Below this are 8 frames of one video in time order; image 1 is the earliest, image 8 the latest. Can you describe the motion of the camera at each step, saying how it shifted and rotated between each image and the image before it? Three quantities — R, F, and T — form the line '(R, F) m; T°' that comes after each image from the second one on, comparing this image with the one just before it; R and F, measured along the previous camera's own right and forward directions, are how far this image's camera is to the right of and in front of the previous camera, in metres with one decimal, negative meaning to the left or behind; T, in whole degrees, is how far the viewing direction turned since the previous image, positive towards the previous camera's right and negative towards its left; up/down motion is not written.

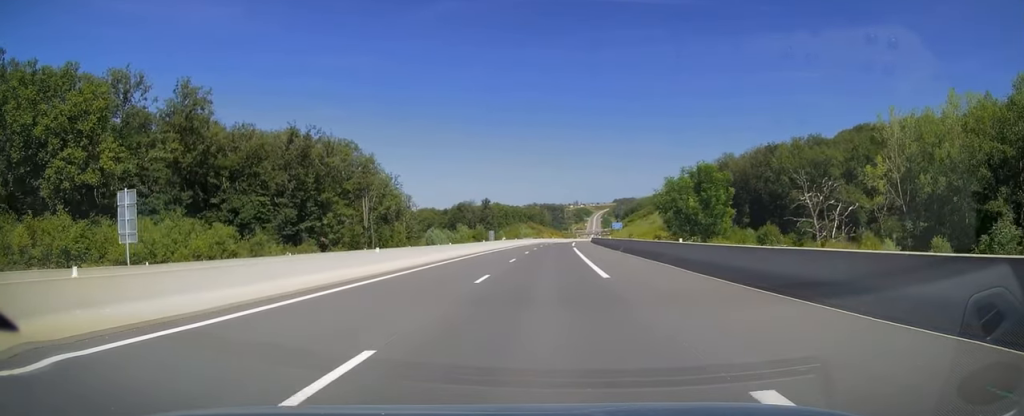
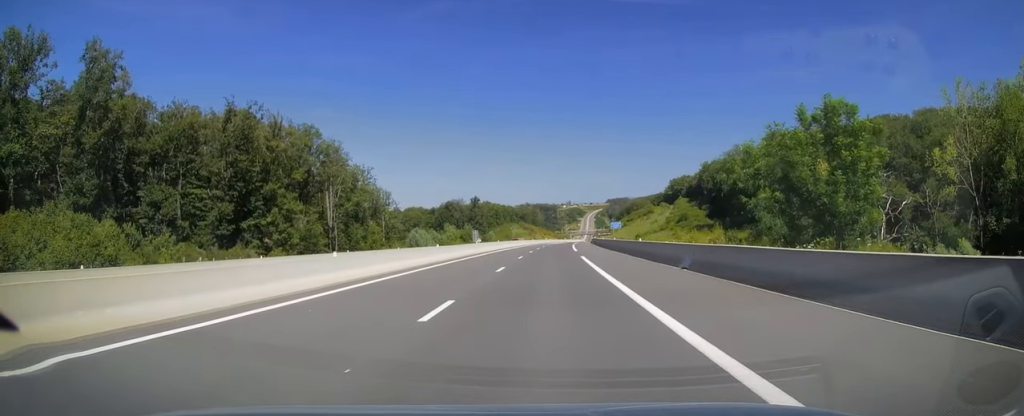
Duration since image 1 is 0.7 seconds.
(+0.1, +20.3) m; +1°
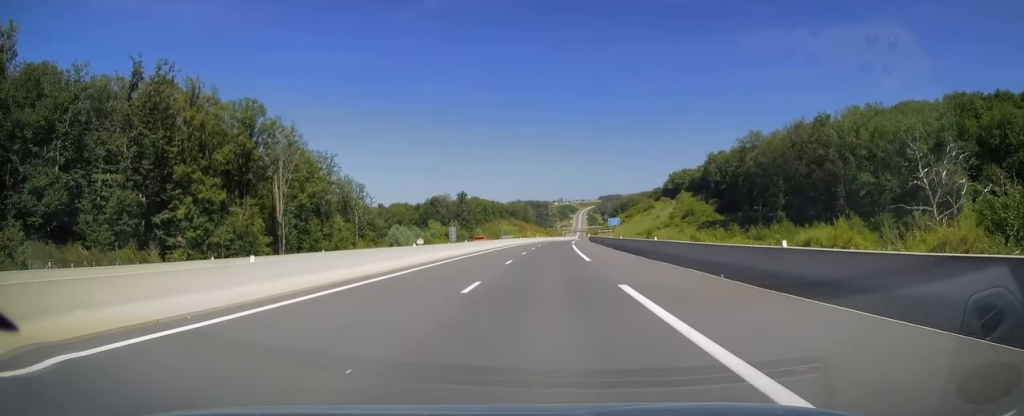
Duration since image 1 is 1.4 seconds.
(+0.2, +21.5) m; +1°
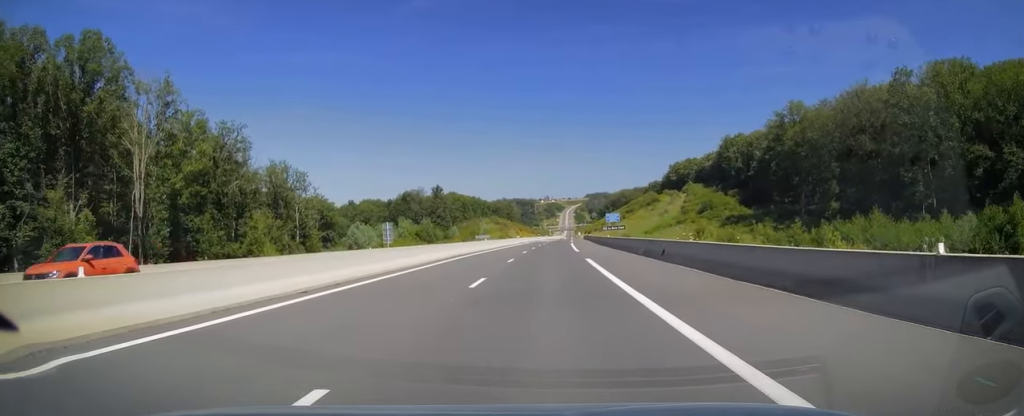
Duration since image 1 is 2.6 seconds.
(+0.4, +37.6) m; +2°
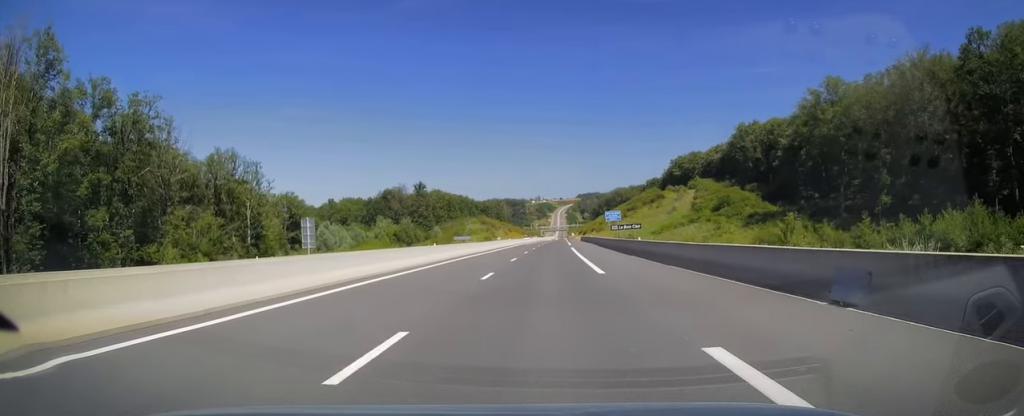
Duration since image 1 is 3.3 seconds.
(+0.5, +22.7) m; +1°
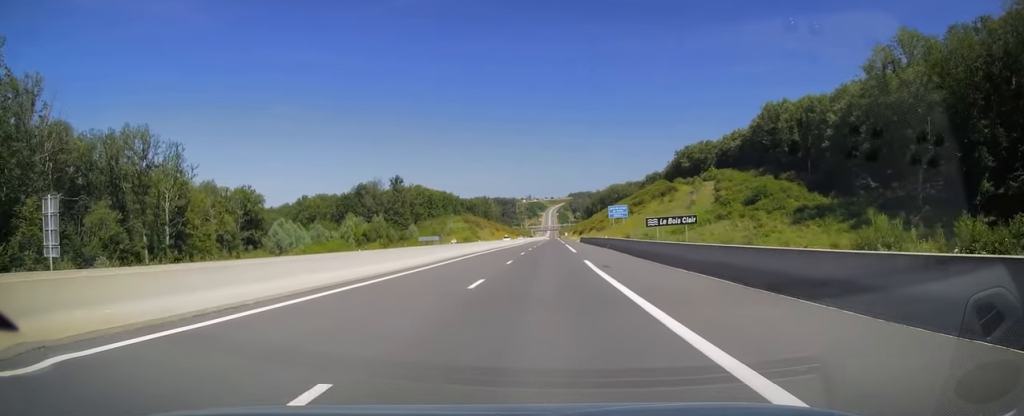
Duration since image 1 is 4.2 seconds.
(+0.2, +28.9) m; 0°
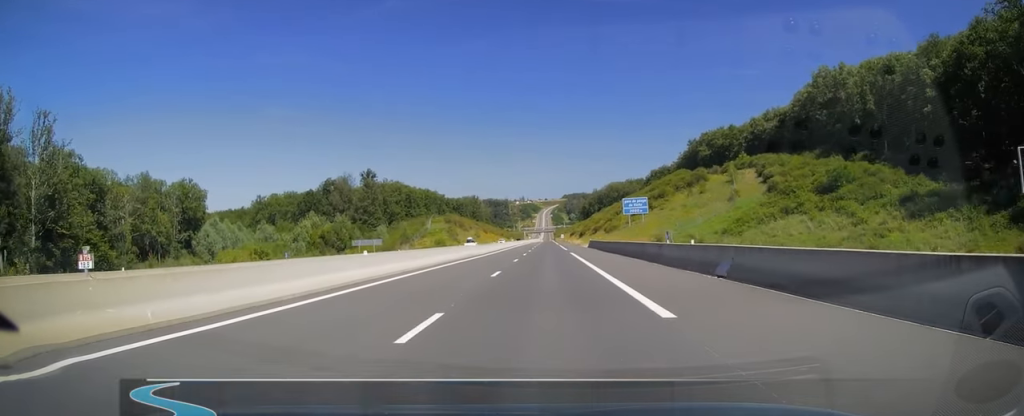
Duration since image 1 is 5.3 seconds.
(0.0, +33.5) m; 0°
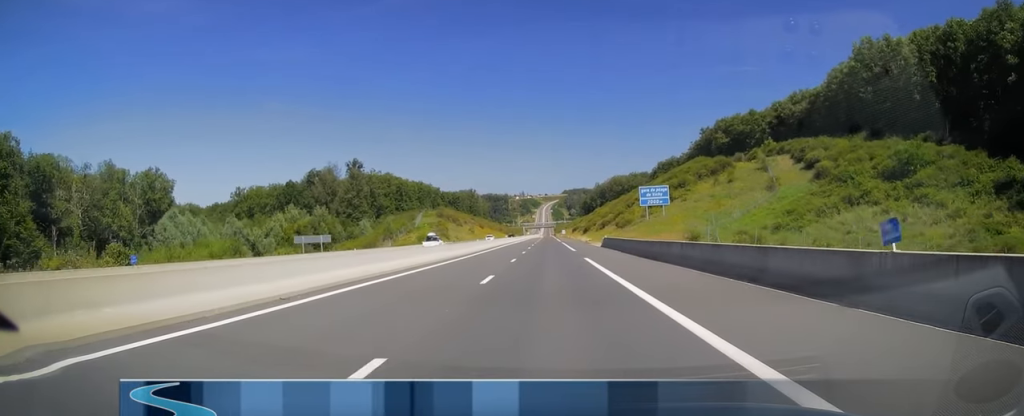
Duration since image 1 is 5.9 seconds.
(0.0, +17.0) m; 0°
